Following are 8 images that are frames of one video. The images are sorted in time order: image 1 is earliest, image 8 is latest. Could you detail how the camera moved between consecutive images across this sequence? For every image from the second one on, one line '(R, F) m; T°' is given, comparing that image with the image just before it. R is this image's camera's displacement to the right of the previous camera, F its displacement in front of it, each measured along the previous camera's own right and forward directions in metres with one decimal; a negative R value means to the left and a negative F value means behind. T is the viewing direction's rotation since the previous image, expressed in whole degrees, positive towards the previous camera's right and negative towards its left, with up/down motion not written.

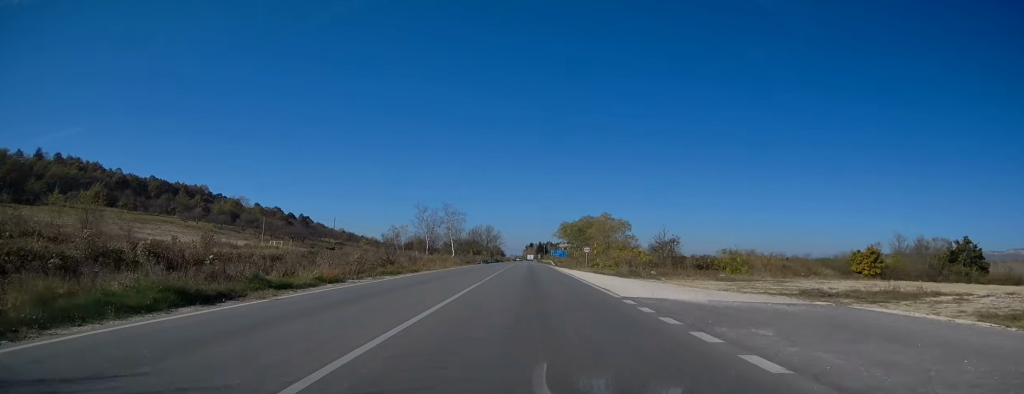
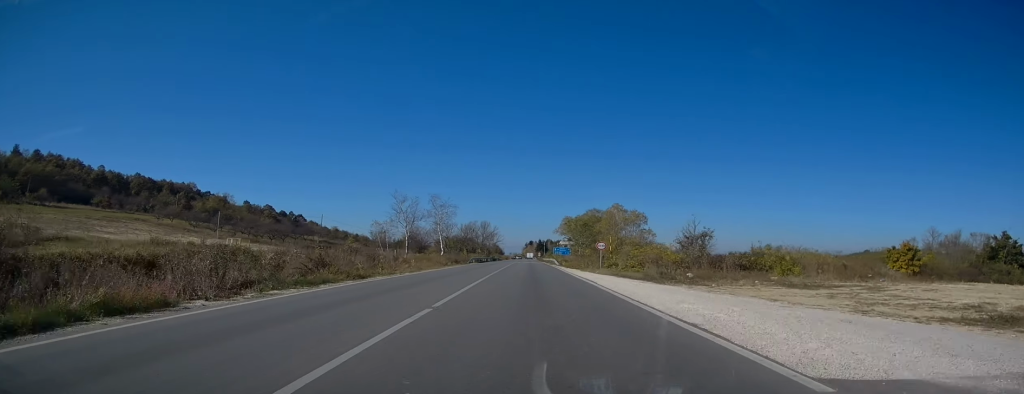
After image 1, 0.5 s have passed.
(0.0, +10.9) m; 0°
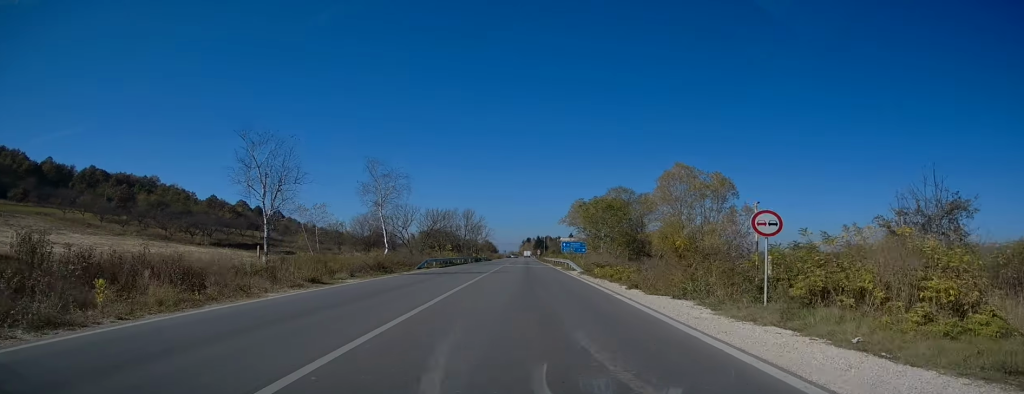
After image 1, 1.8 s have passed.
(+0.1, +30.2) m; 0°
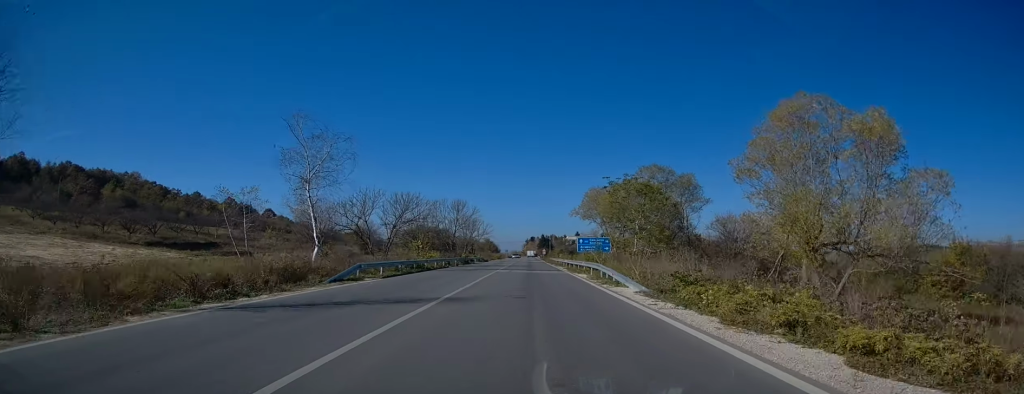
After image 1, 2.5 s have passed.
(0.0, +17.7) m; 0°
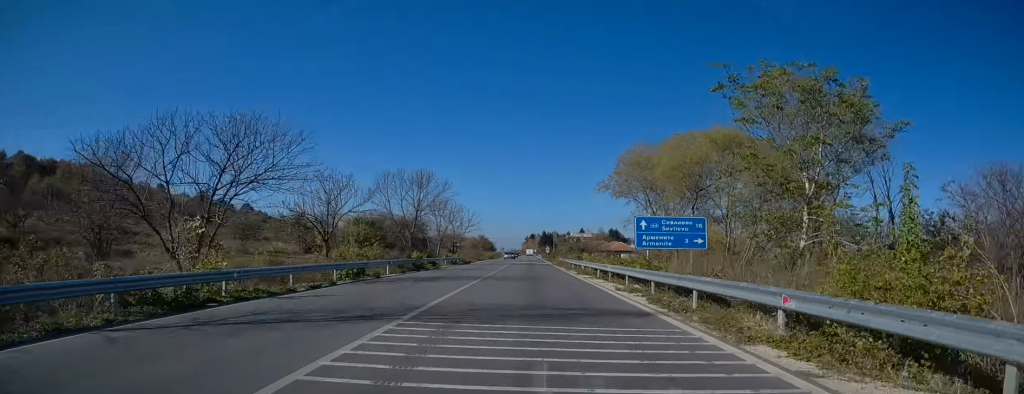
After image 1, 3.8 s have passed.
(-0.2, +28.0) m; -1°
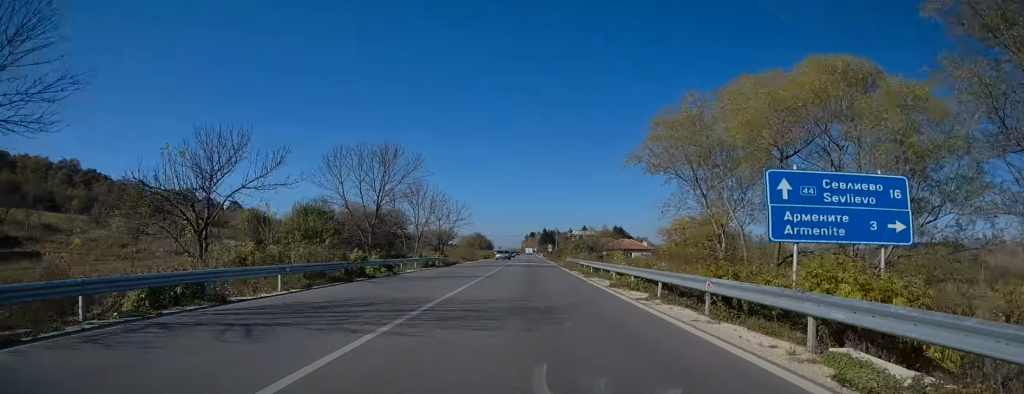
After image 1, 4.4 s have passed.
(0.0, +13.2) m; 0°
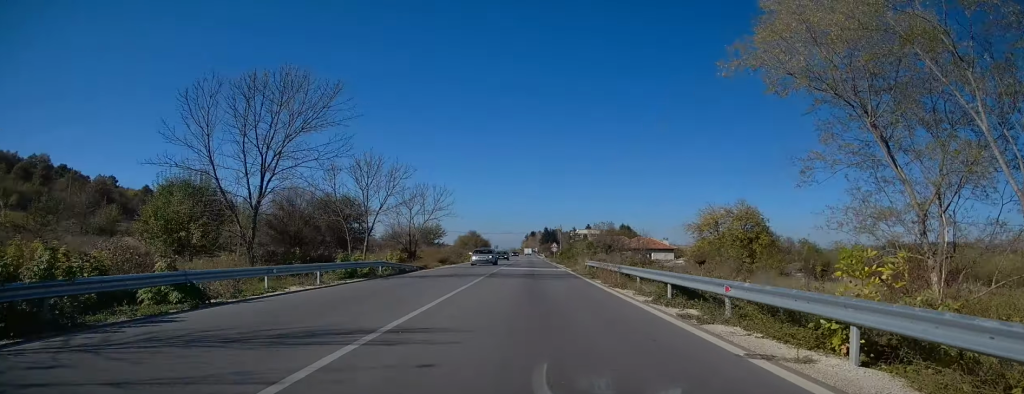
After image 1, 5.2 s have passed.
(+0.1, +17.3) m; 0°
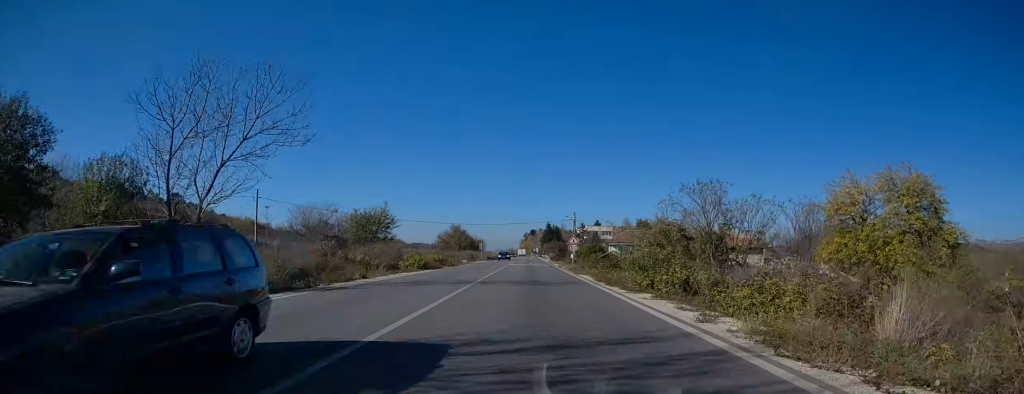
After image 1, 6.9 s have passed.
(+0.3, +36.4) m; +1°
